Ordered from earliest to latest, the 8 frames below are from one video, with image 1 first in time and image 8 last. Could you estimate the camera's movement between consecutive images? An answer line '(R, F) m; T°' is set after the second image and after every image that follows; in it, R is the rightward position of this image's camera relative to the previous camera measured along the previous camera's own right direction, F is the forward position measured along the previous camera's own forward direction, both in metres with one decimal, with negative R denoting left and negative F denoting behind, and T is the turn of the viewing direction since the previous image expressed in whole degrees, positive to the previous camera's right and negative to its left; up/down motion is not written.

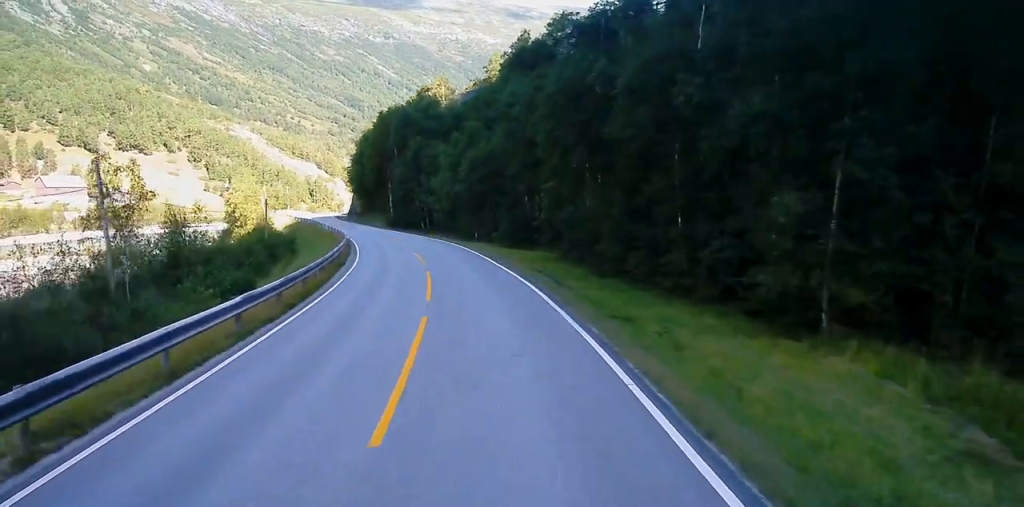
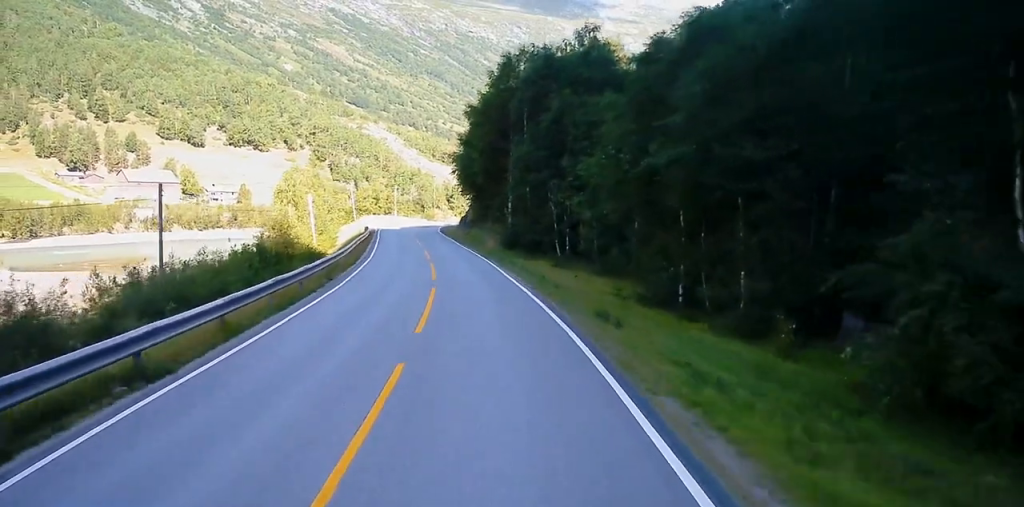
(-3.5, +41.7) m; -10°
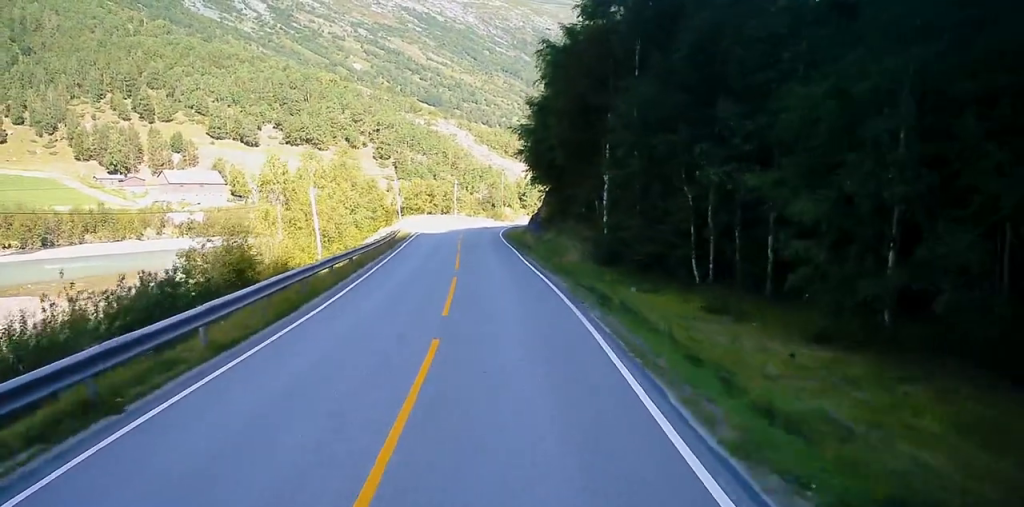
(-1.1, +22.3) m; -5°
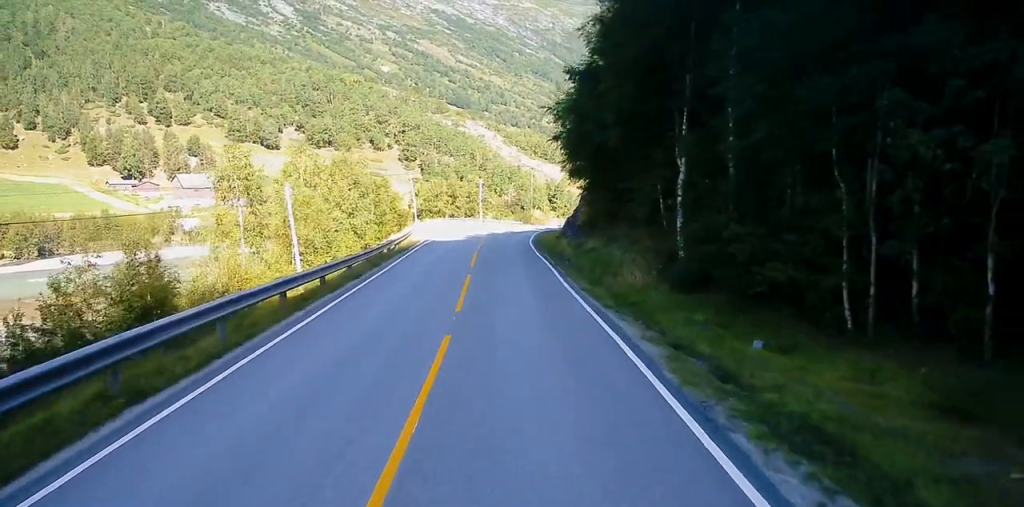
(-0.1, +11.8) m; -1°
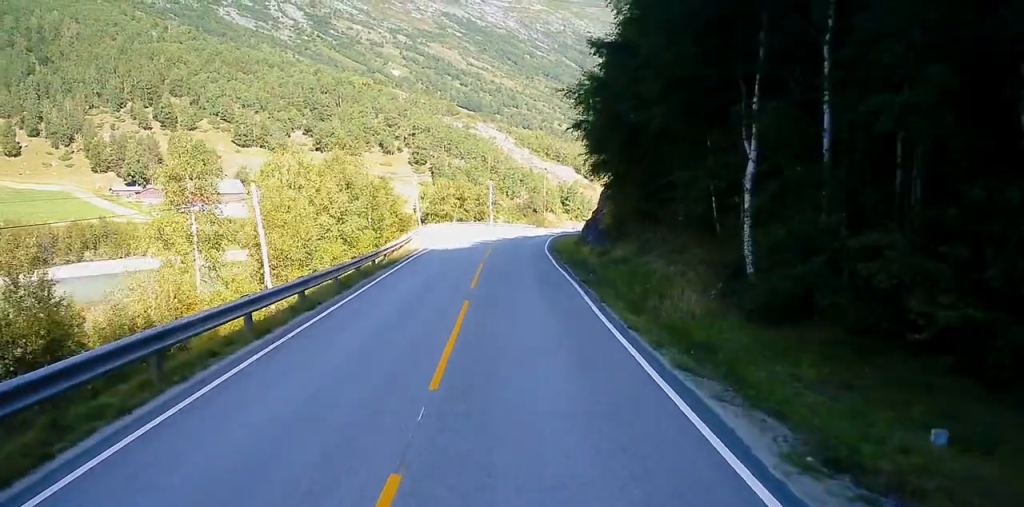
(0.0, +7.0) m; 0°
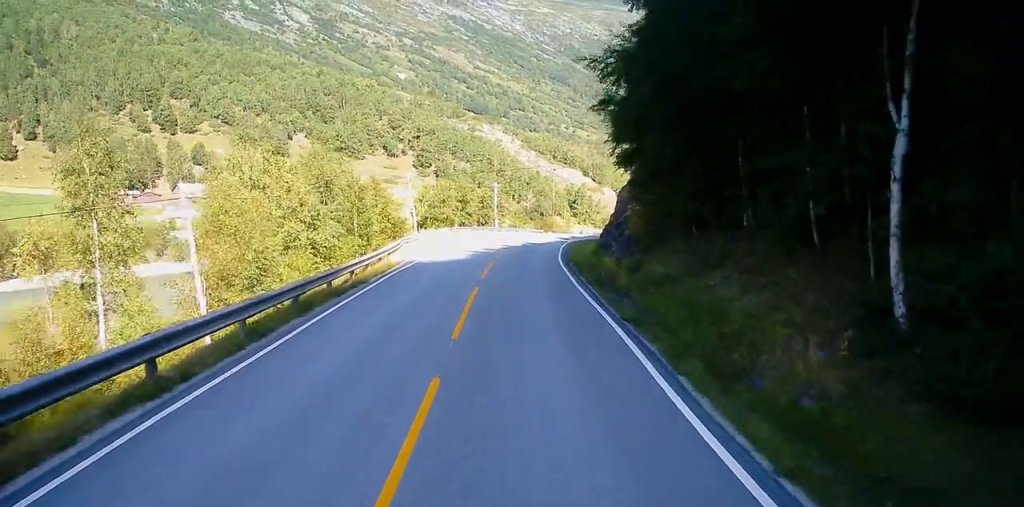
(-0.1, +8.3) m; 0°
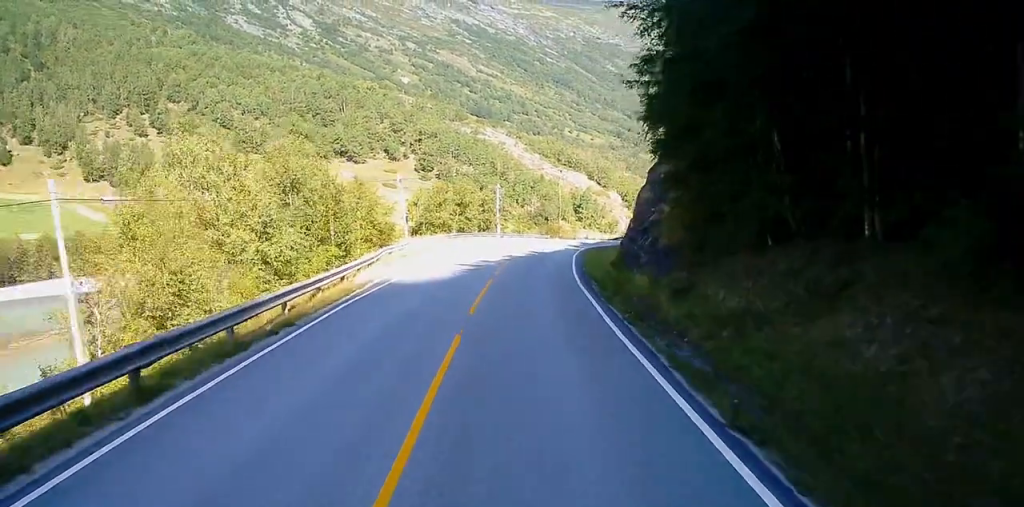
(-0.1, +8.3) m; 0°
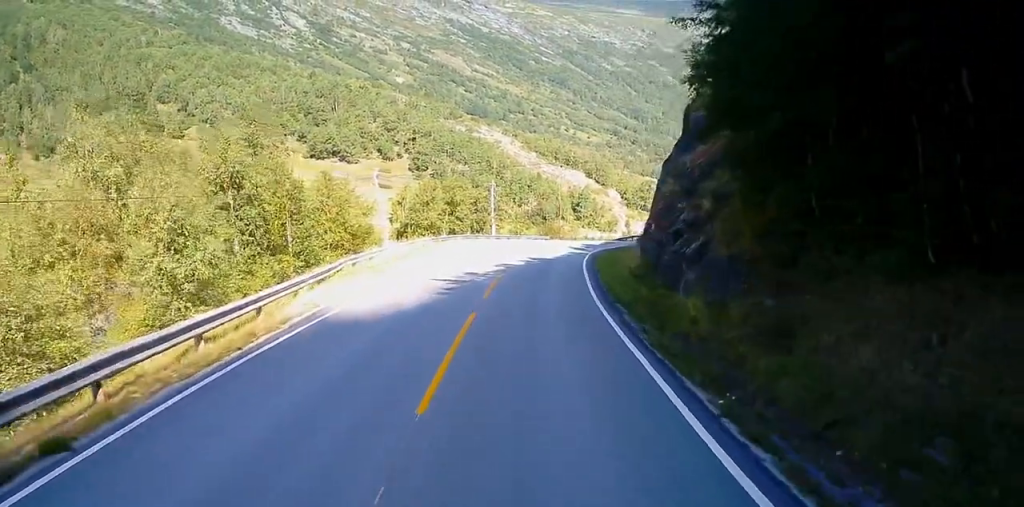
(0.0, +8.5) m; 0°
